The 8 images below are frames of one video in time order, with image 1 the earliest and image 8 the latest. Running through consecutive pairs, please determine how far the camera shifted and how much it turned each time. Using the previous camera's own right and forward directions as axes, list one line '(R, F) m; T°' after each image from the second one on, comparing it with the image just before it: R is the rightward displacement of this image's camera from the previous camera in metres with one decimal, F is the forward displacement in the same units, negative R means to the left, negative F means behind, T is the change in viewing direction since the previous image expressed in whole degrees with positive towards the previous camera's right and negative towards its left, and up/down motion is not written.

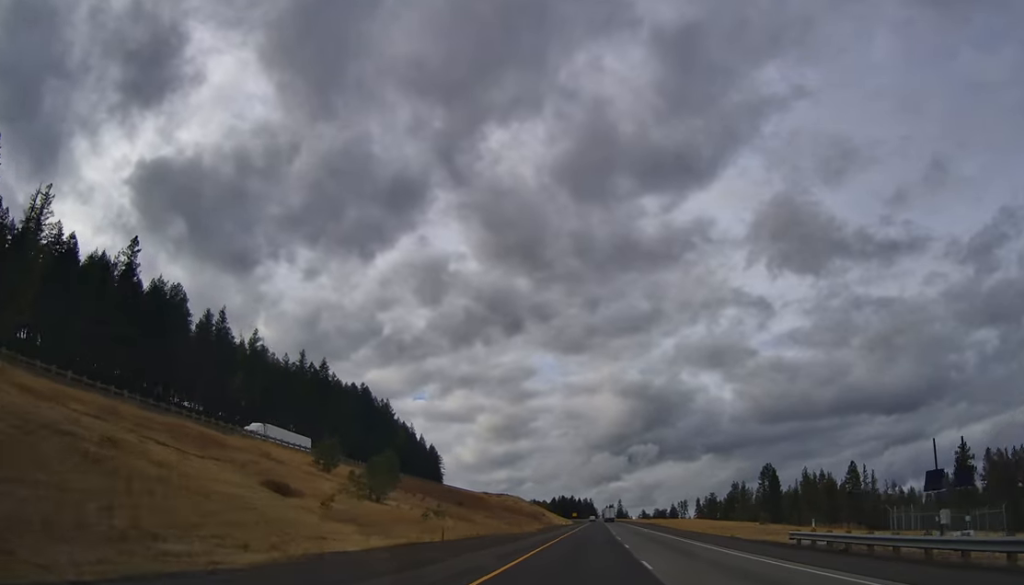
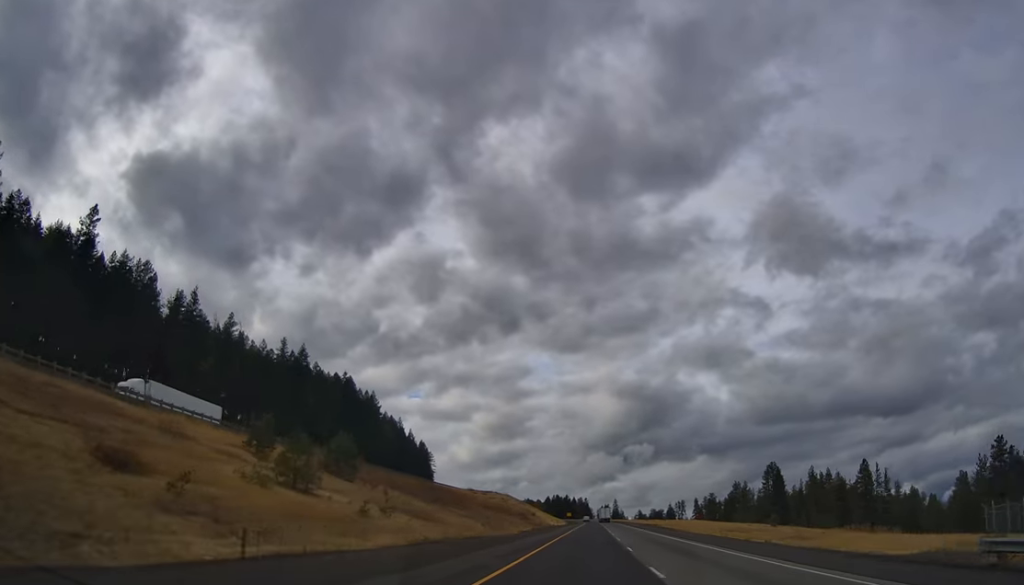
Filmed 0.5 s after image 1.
(-0.1, +15.0) m; 0°
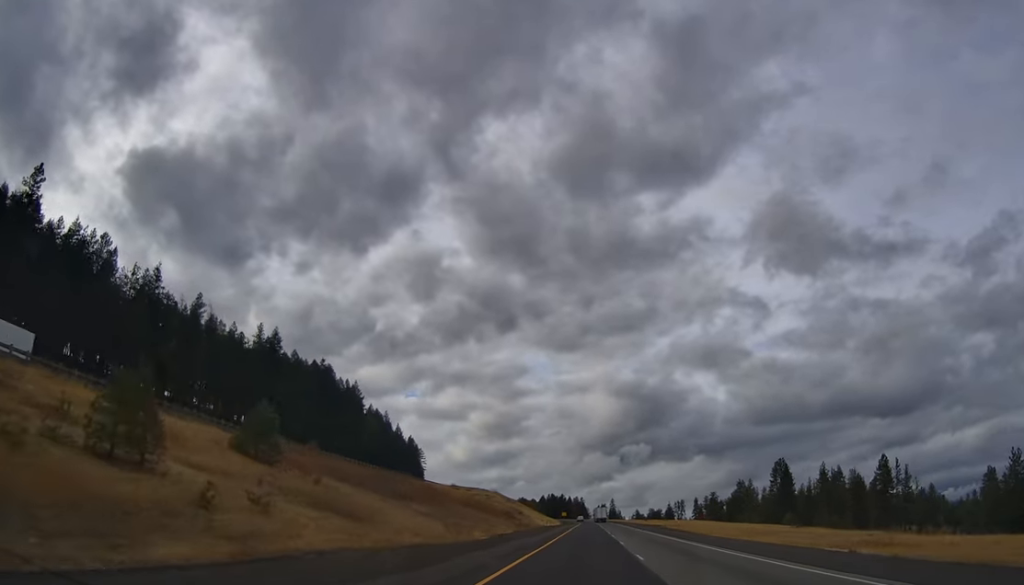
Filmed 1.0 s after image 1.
(+0.1, +18.1) m; +1°
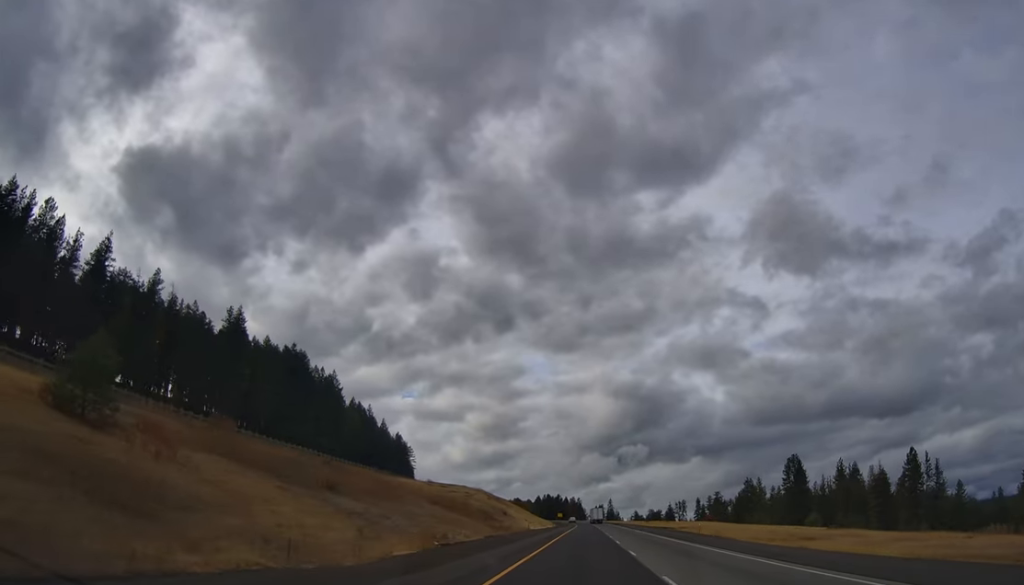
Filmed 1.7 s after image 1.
(+0.2, +21.3) m; +1°
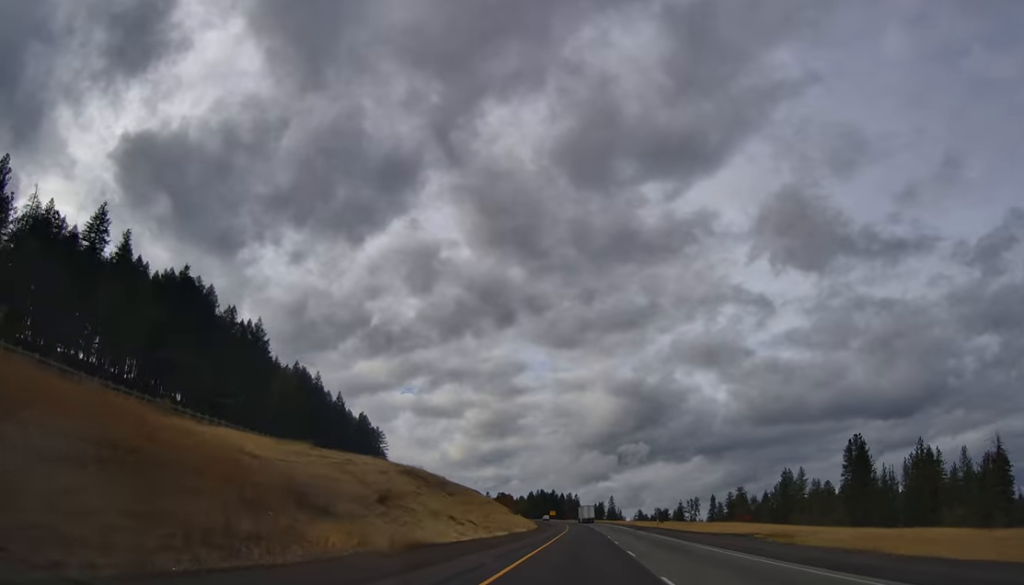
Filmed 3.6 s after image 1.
(+1.5, +61.4) m; +1°
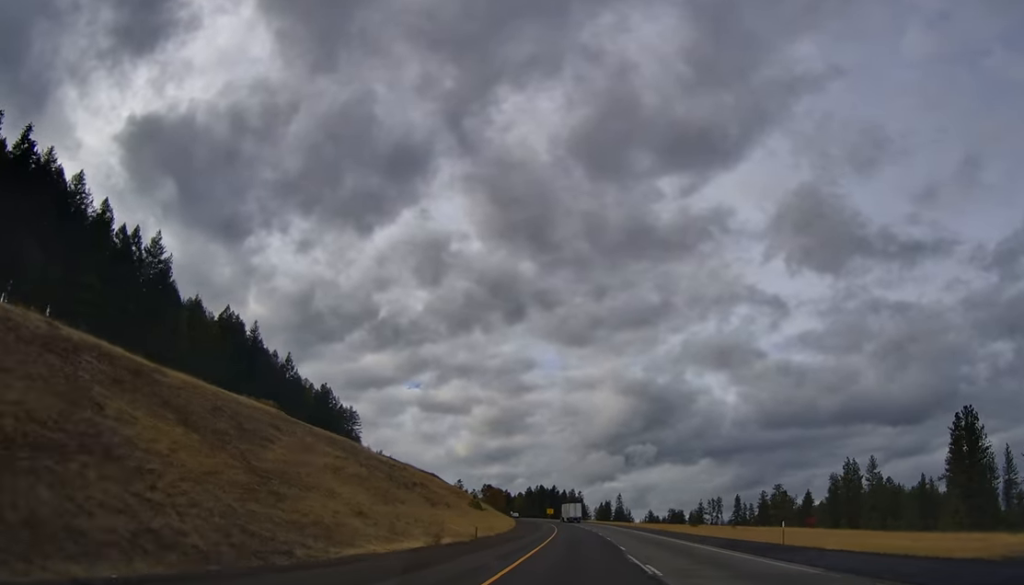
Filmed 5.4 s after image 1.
(-0.7, +56.8) m; 0°
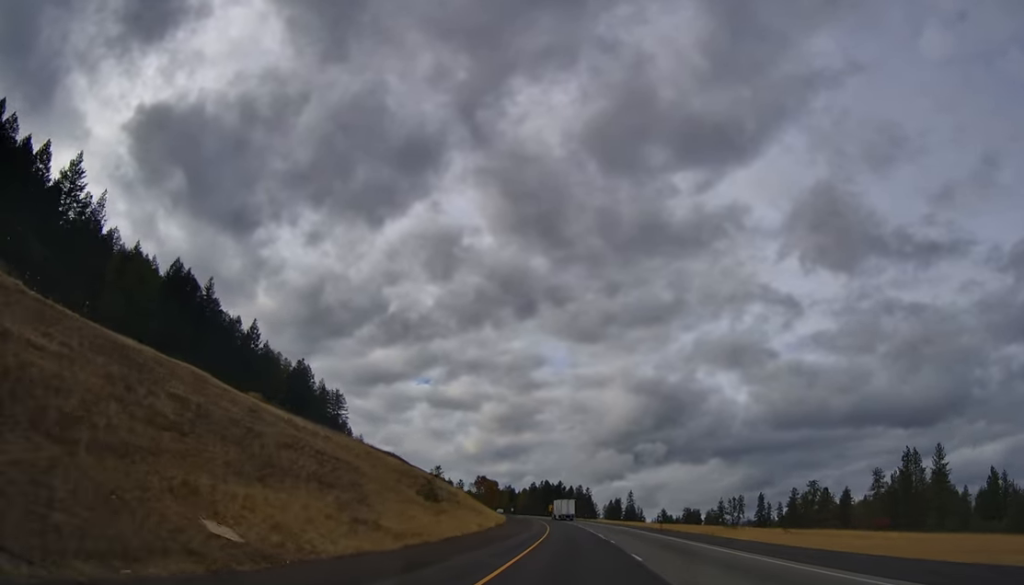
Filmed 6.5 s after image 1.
(+0.4, +32.5) m; +1°
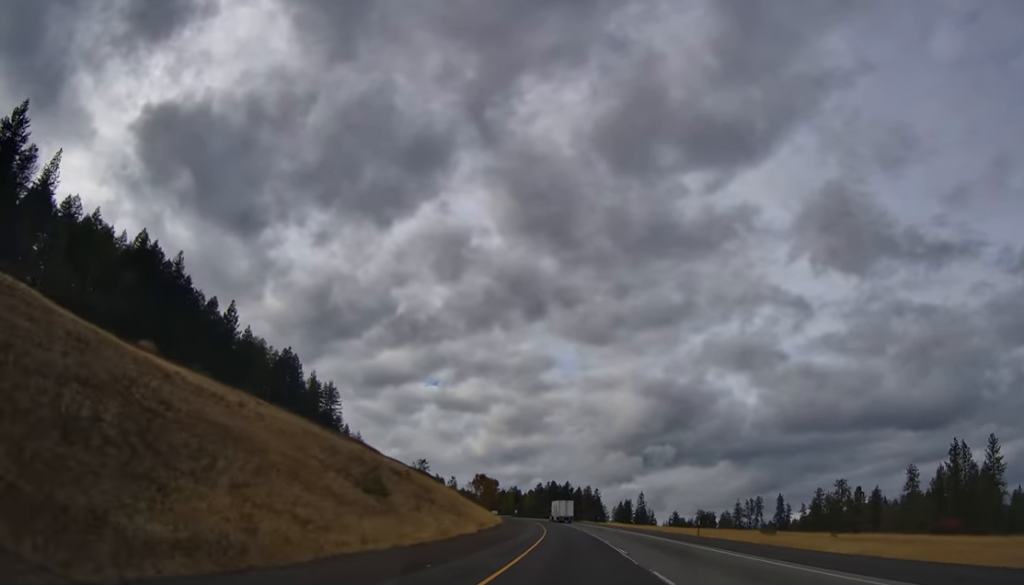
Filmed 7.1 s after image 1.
(+0.1, +18.8) m; -1°
